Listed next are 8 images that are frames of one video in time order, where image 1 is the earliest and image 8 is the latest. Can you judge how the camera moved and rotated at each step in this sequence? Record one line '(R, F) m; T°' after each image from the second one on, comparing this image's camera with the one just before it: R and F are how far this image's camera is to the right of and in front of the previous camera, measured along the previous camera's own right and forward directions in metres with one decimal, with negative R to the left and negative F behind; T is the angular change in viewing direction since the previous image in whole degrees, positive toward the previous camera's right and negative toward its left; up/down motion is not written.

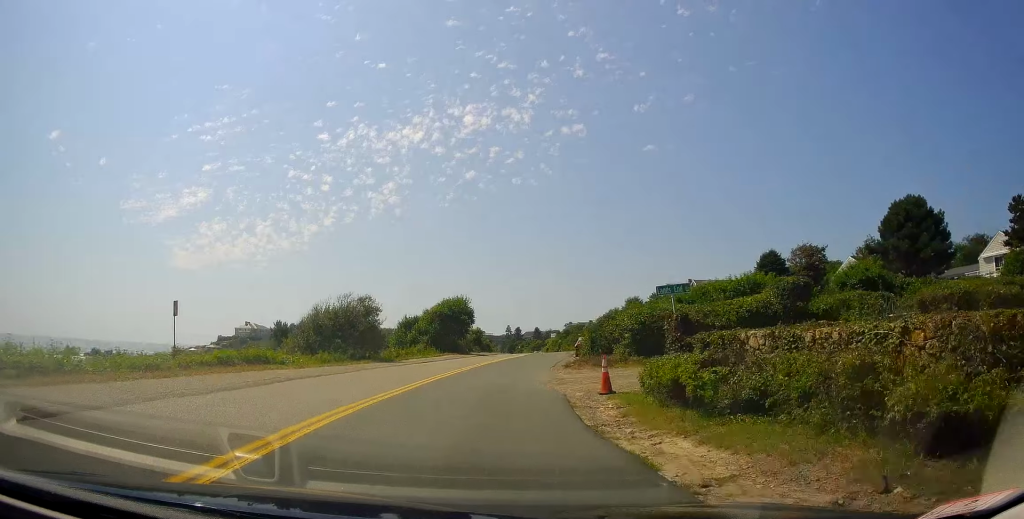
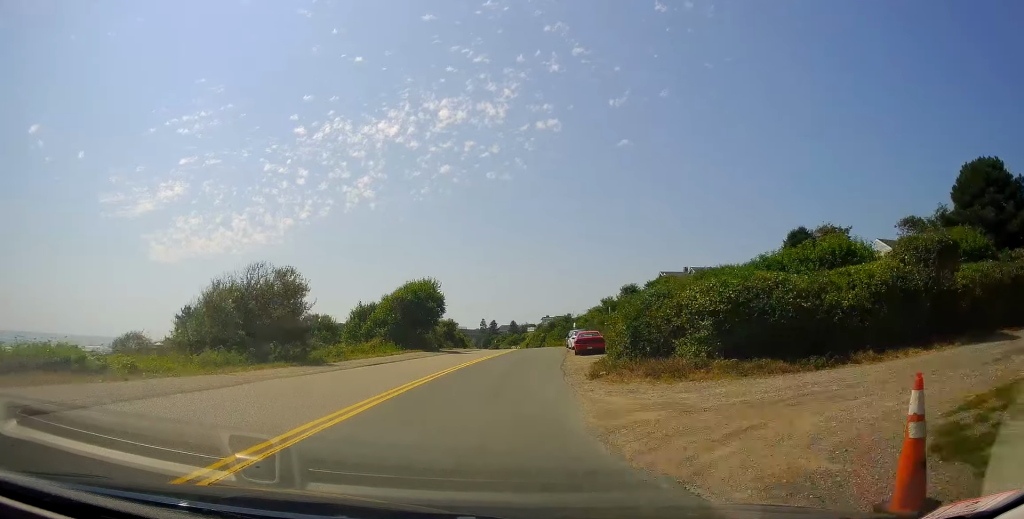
(+0.1, +10.8) m; 0°
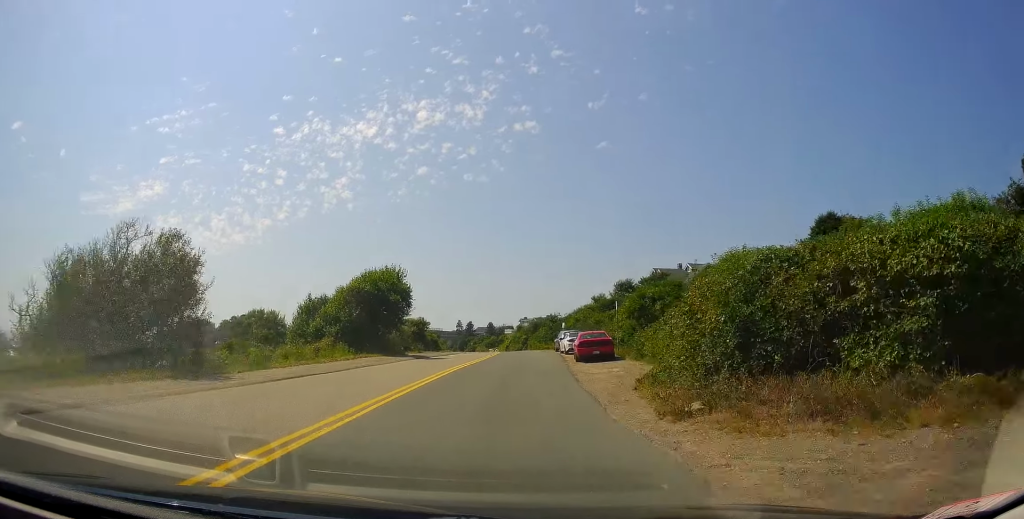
(+0.1, +8.2) m; 0°
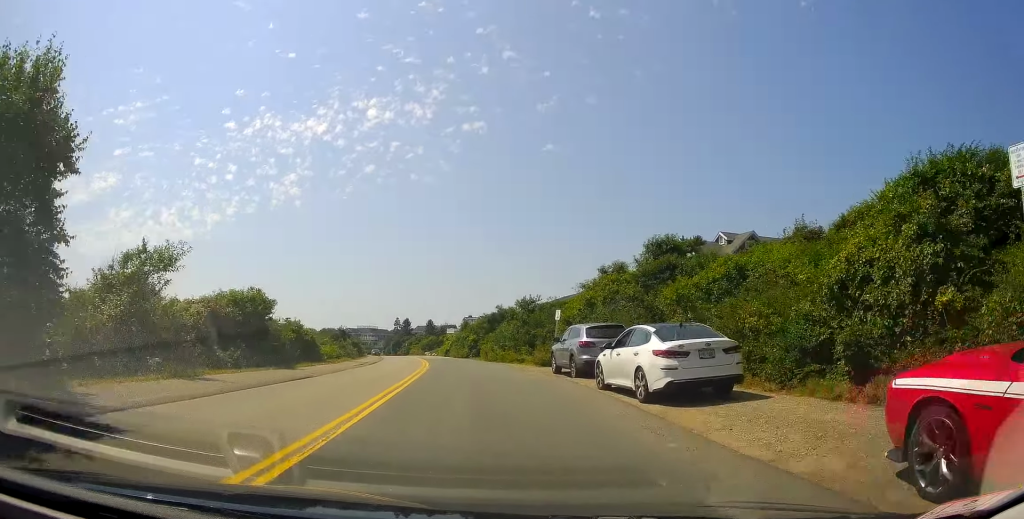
(+1.6, +28.3) m; +9°
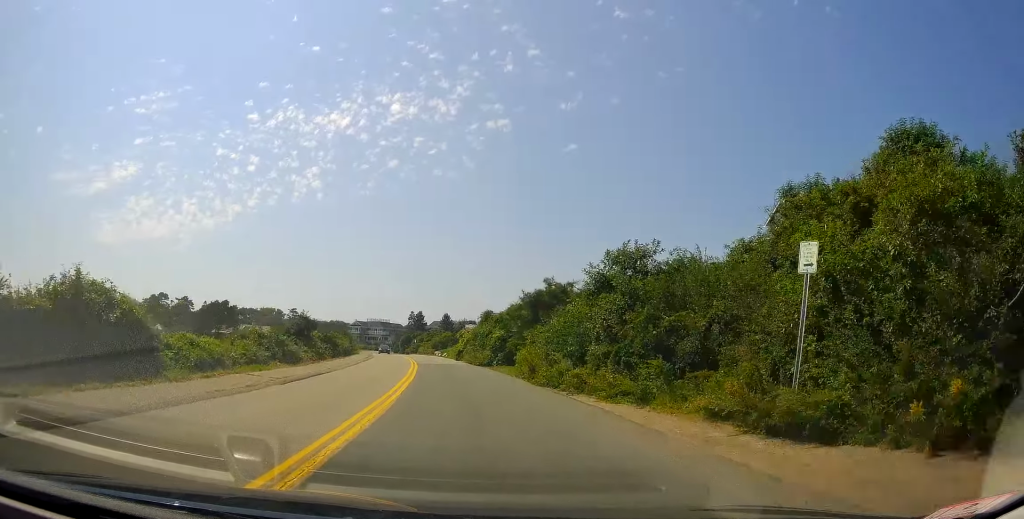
(+0.5, +19.3) m; +1°
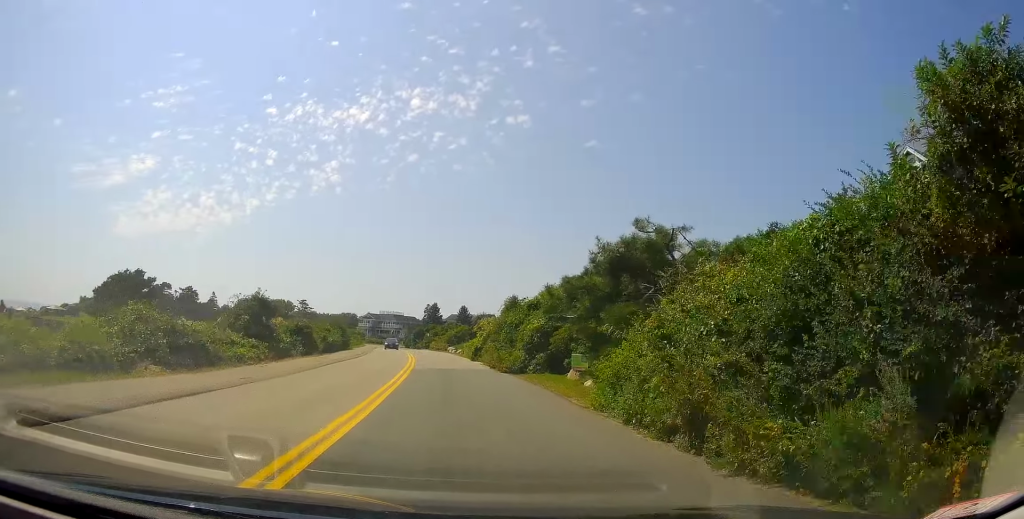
(-0.2, +11.9) m; +1°
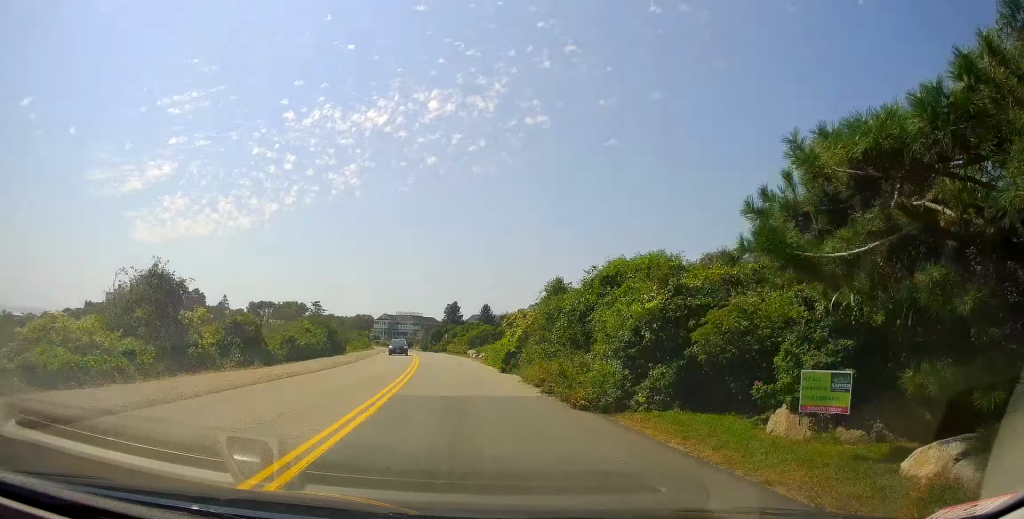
(+0.4, +12.0) m; -3°
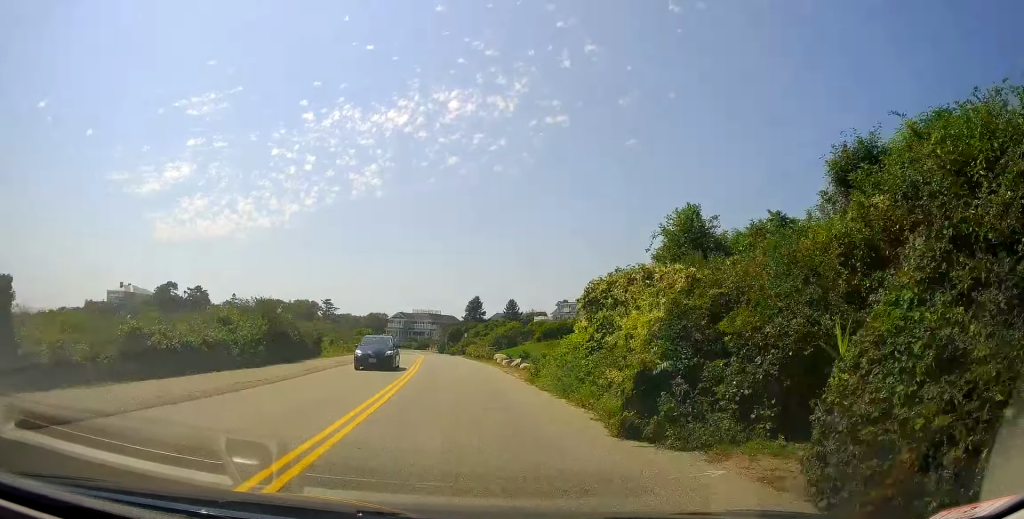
(-1.1, +15.6) m; -4°
